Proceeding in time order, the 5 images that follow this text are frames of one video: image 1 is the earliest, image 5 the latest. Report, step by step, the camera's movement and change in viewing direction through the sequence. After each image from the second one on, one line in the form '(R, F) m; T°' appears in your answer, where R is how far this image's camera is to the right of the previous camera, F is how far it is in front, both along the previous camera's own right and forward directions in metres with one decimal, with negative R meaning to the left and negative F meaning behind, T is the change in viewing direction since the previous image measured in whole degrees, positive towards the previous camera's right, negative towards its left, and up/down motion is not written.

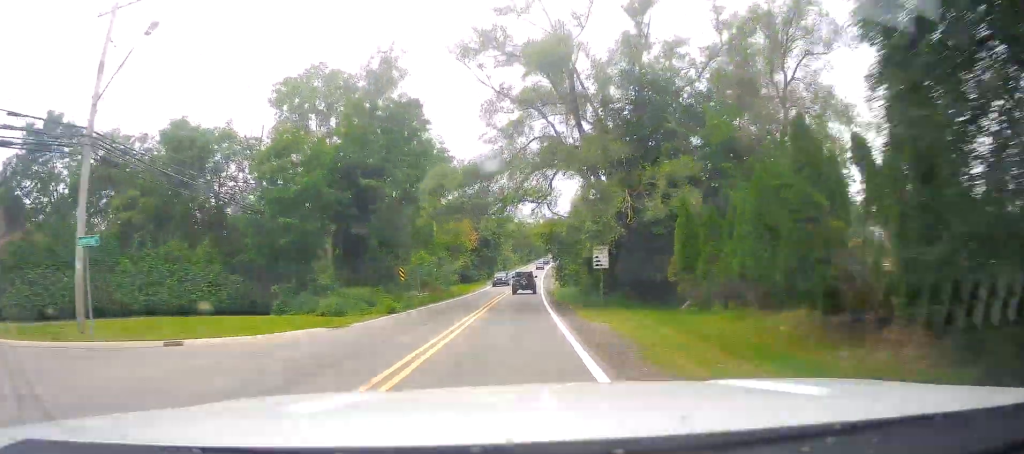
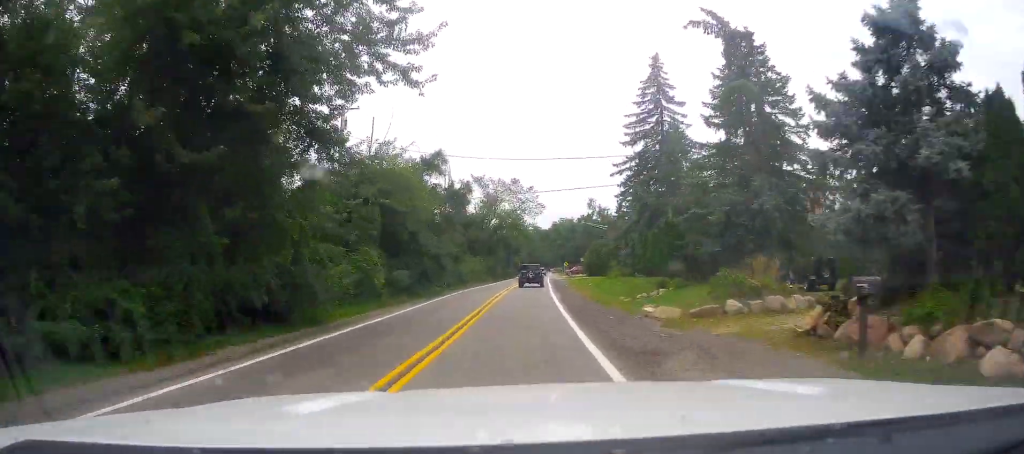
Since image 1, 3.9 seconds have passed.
(+1.0, +78.7) m; +2°
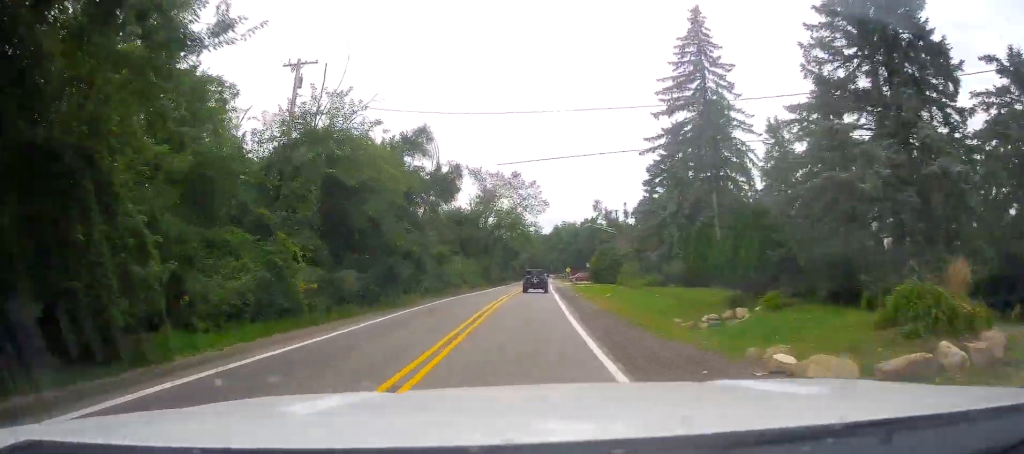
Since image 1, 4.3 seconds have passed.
(-0.1, +10.1) m; 0°
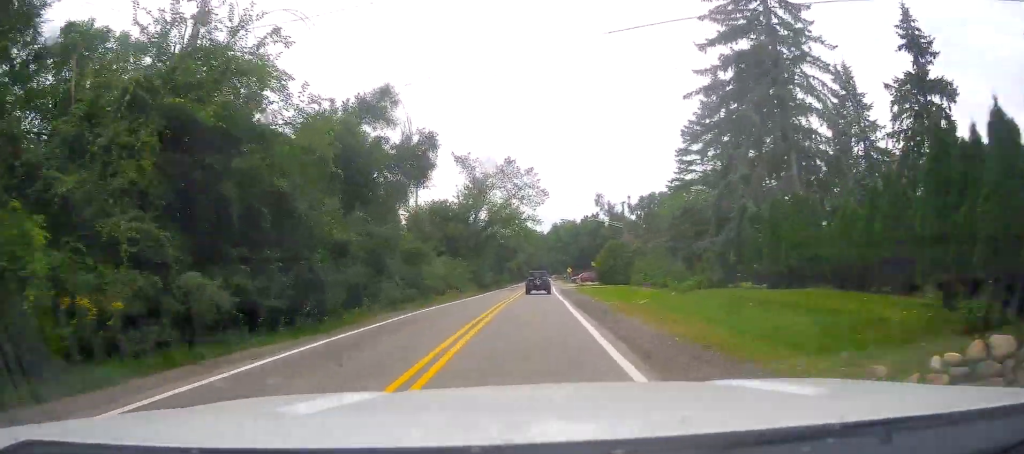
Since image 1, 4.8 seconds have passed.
(0.0, +11.0) m; +1°
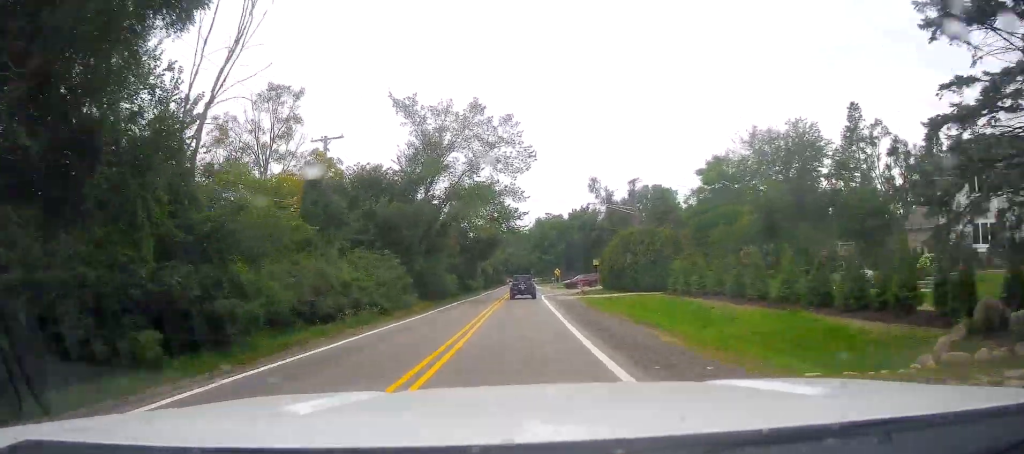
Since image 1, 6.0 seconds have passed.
(+0.4, +24.7) m; +2°
